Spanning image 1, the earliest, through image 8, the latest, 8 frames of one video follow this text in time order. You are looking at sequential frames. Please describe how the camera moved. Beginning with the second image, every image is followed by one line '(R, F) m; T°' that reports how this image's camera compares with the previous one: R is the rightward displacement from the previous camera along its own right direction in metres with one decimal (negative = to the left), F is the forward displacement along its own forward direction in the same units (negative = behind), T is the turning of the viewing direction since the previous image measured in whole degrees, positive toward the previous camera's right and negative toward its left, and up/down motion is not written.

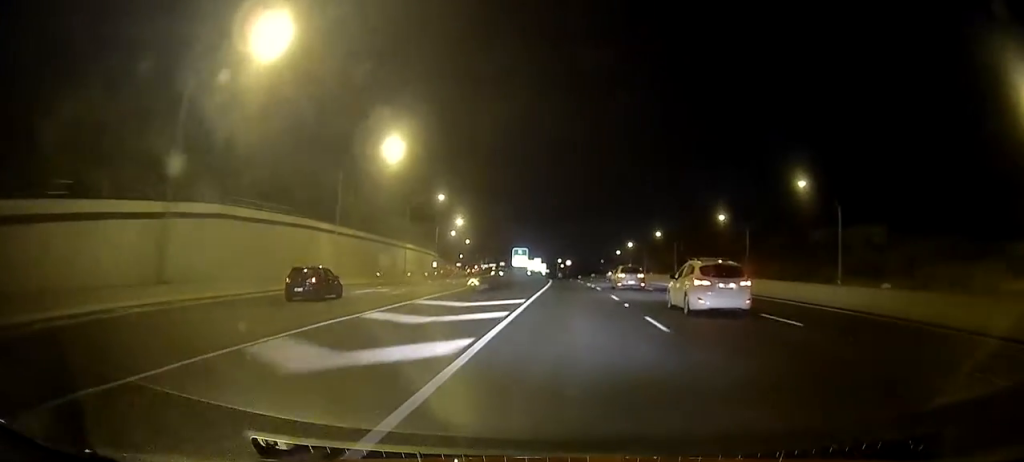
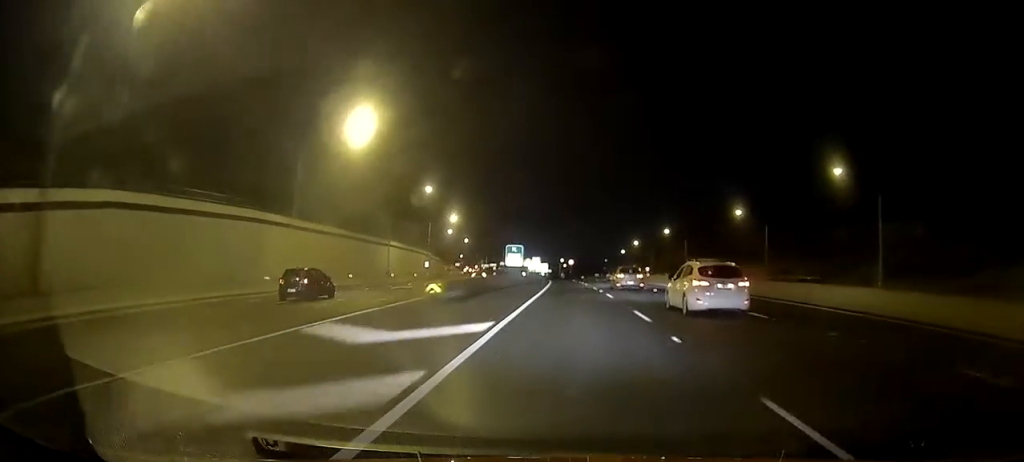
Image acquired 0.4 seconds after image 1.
(0.0, +9.5) m; 0°
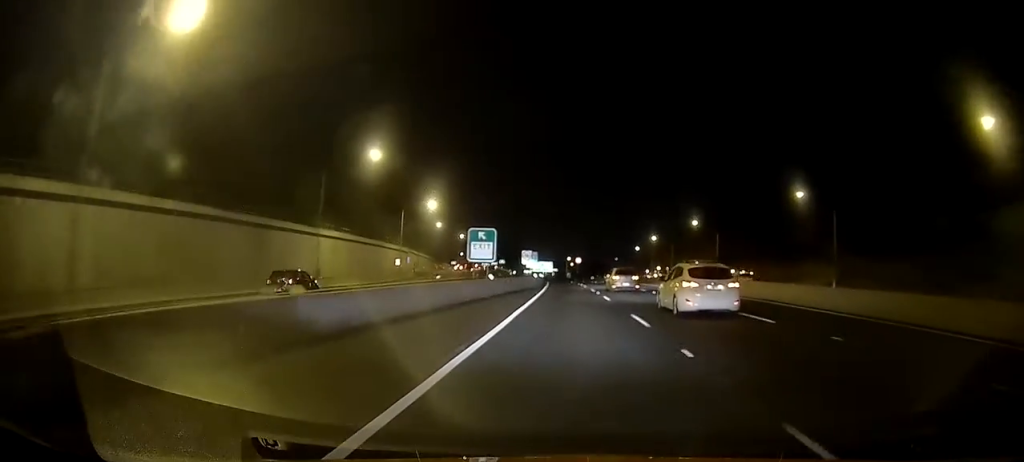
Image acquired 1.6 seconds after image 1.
(+0.2, +24.8) m; -1°
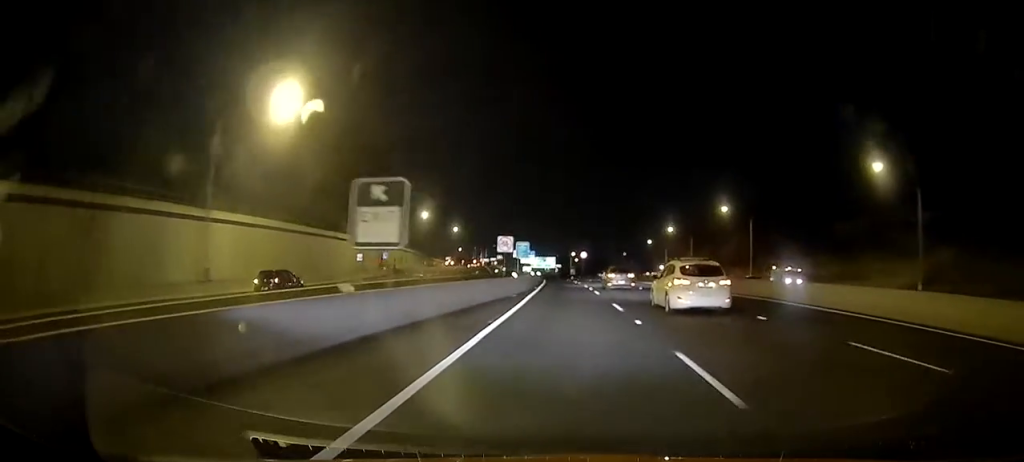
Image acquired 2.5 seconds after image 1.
(-0.4, +19.7) m; -1°
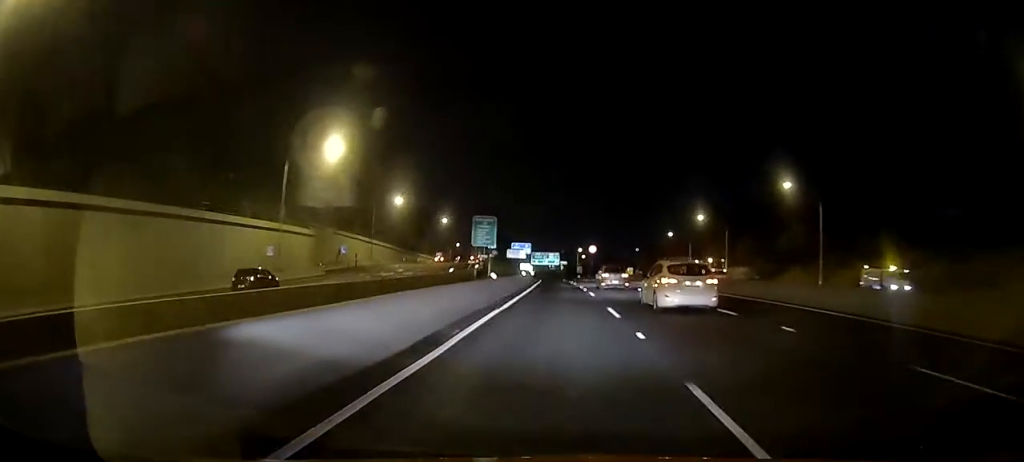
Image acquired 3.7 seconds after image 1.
(-0.1, +26.3) m; -1°
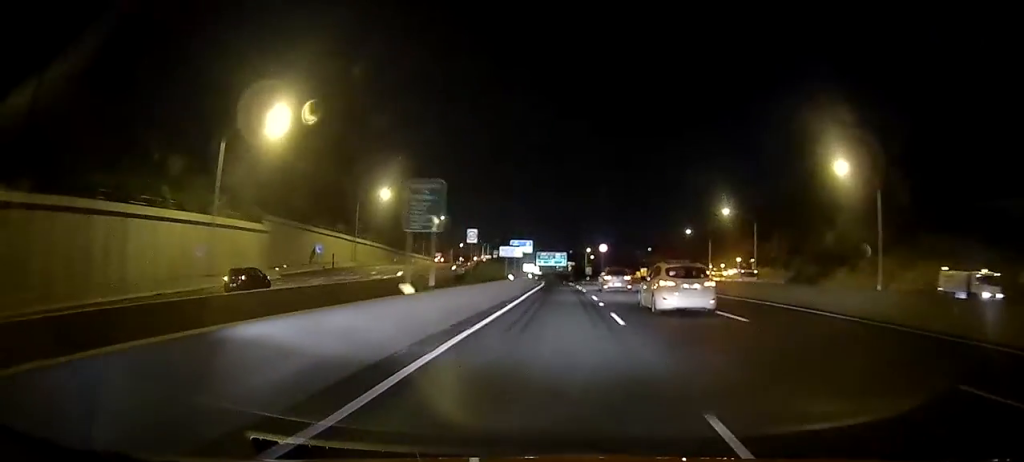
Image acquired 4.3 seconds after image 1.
(-0.1, +13.2) m; 0°
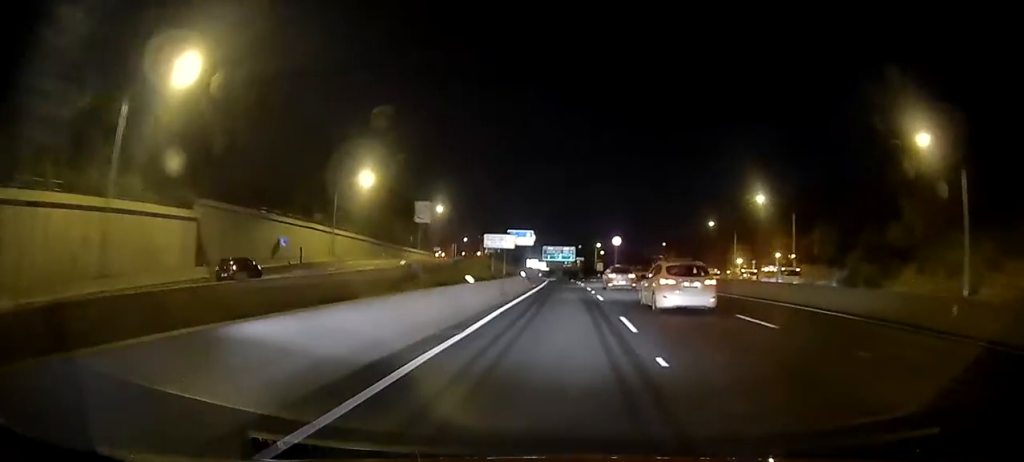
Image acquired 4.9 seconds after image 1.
(0.0, +14.0) m; 0°
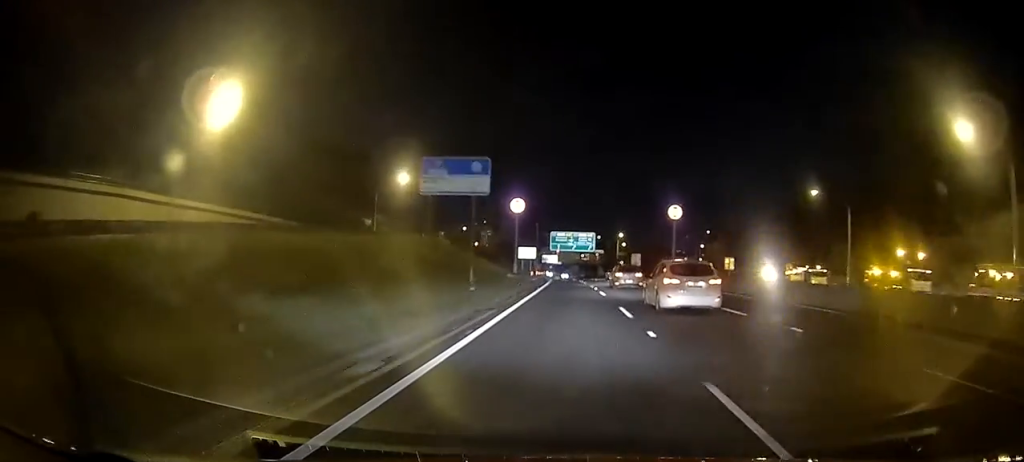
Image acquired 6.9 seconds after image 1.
(-0.8, +44.7) m; -3°
